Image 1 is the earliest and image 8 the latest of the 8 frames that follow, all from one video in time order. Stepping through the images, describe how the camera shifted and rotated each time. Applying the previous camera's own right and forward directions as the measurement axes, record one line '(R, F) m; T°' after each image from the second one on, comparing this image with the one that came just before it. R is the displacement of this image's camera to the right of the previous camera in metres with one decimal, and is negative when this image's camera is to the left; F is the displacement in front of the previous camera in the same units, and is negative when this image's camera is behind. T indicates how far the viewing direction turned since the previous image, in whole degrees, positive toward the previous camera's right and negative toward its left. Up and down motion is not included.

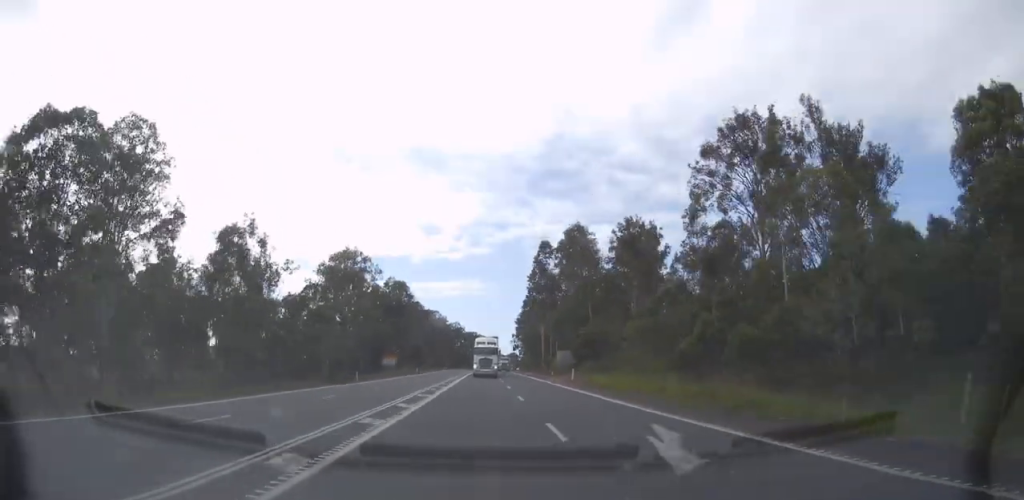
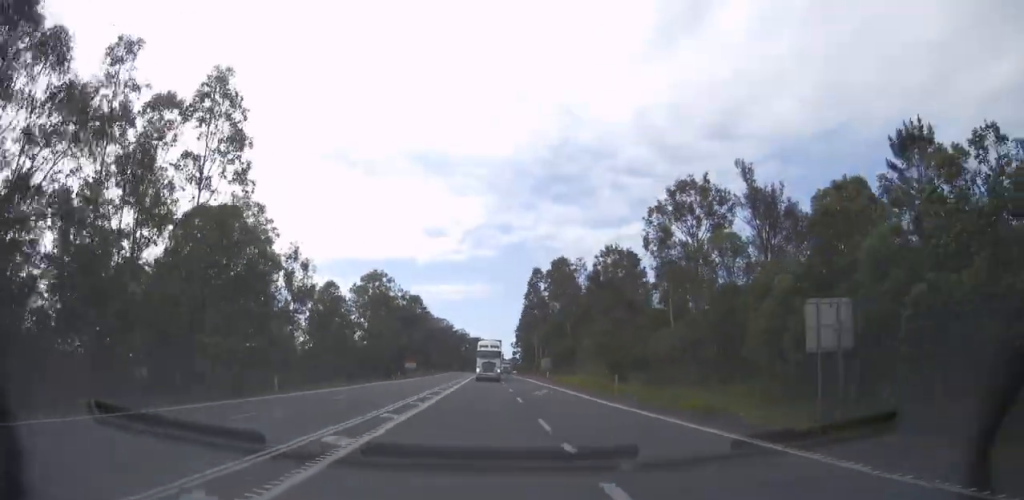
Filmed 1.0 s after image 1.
(-0.3, +27.2) m; -1°
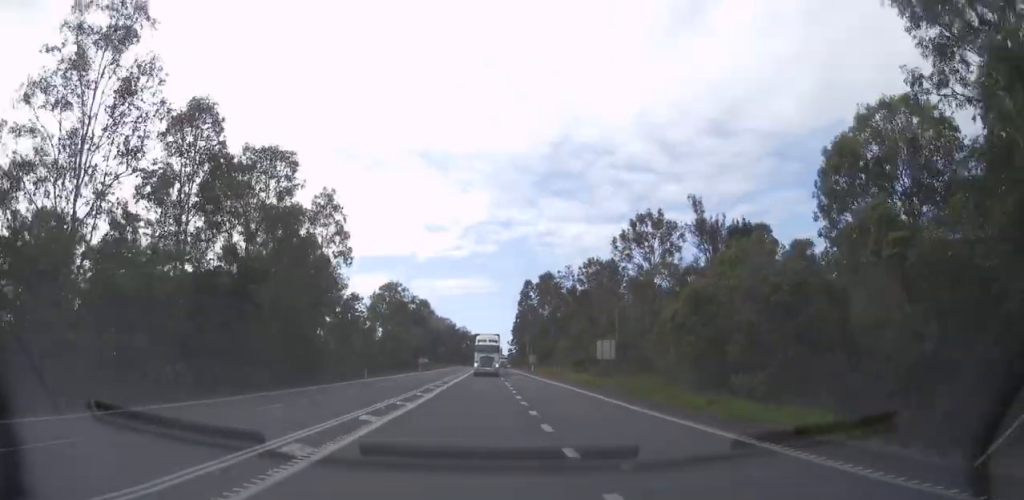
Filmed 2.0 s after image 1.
(-0.4, +27.0) m; 0°
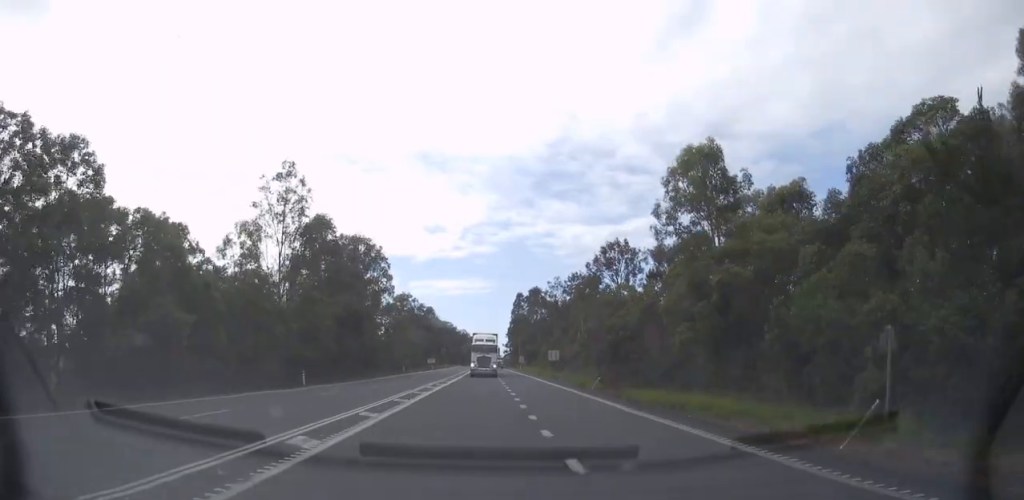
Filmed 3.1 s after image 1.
(+0.6, +29.6) m; +1°
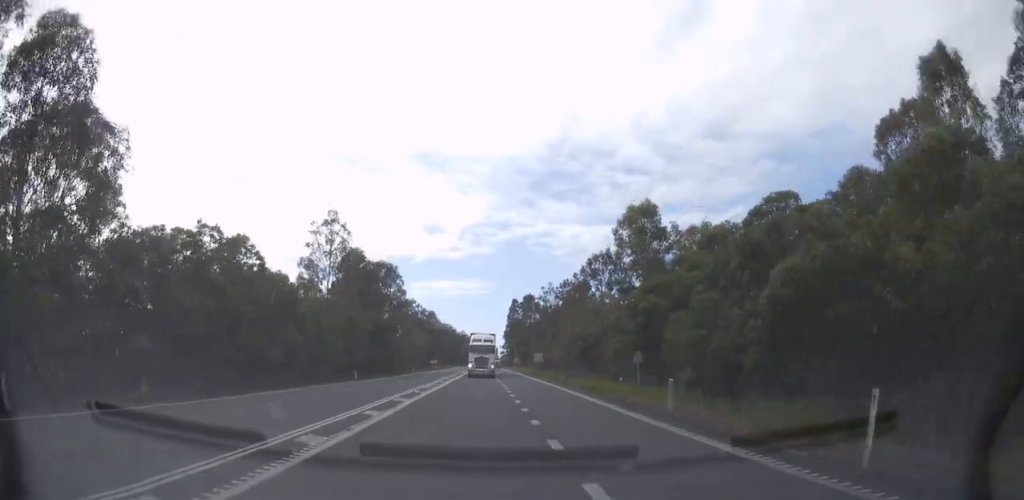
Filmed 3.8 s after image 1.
(-0.1, +18.8) m; 0°
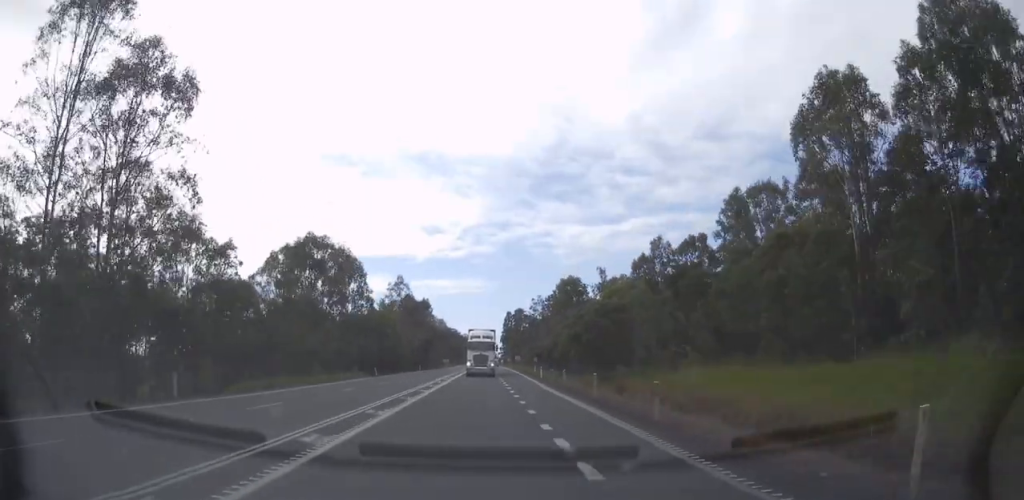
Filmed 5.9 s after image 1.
(+0.1, +57.2) m; 0°
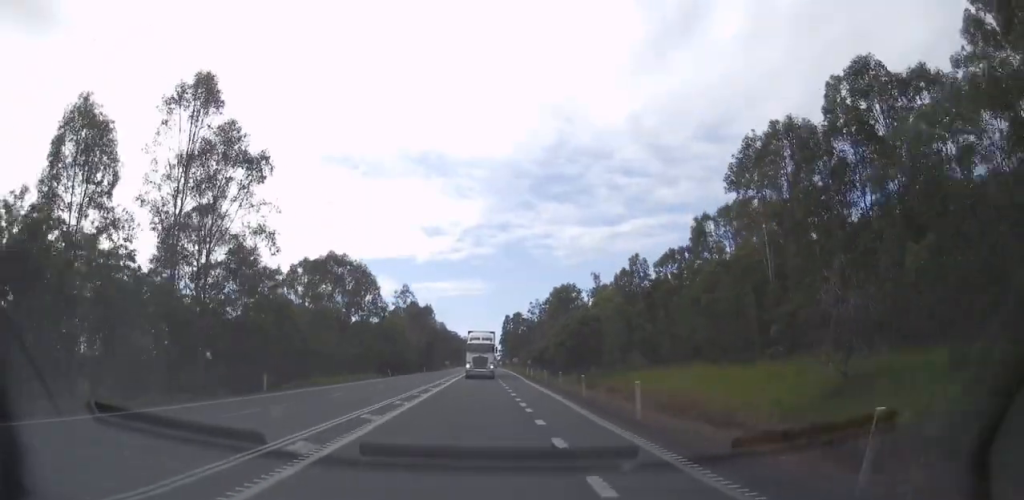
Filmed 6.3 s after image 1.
(0.0, +10.7) m; 0°
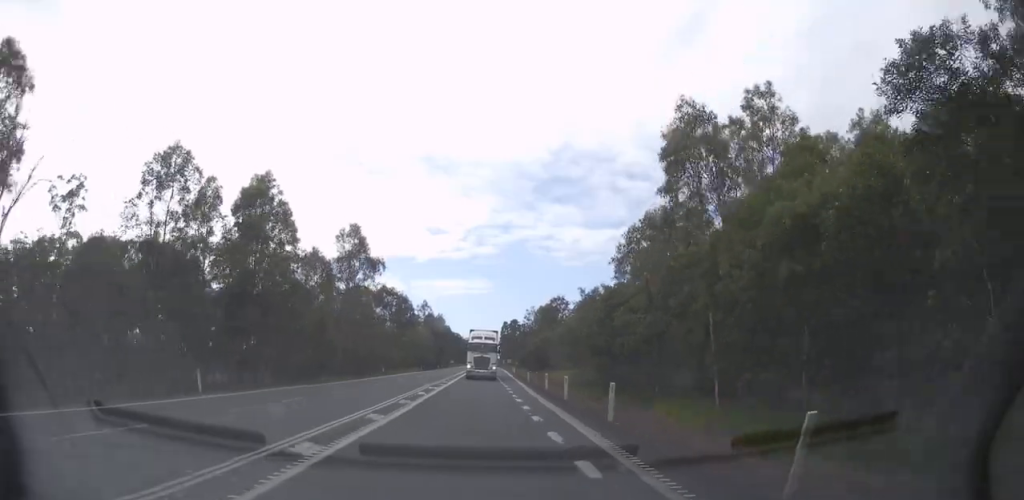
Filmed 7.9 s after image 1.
(-0.2, +41.7) m; -1°
